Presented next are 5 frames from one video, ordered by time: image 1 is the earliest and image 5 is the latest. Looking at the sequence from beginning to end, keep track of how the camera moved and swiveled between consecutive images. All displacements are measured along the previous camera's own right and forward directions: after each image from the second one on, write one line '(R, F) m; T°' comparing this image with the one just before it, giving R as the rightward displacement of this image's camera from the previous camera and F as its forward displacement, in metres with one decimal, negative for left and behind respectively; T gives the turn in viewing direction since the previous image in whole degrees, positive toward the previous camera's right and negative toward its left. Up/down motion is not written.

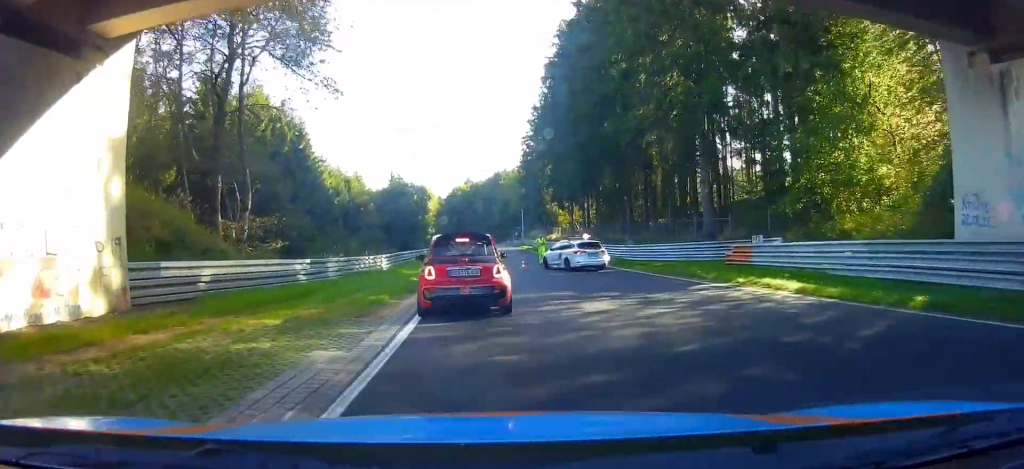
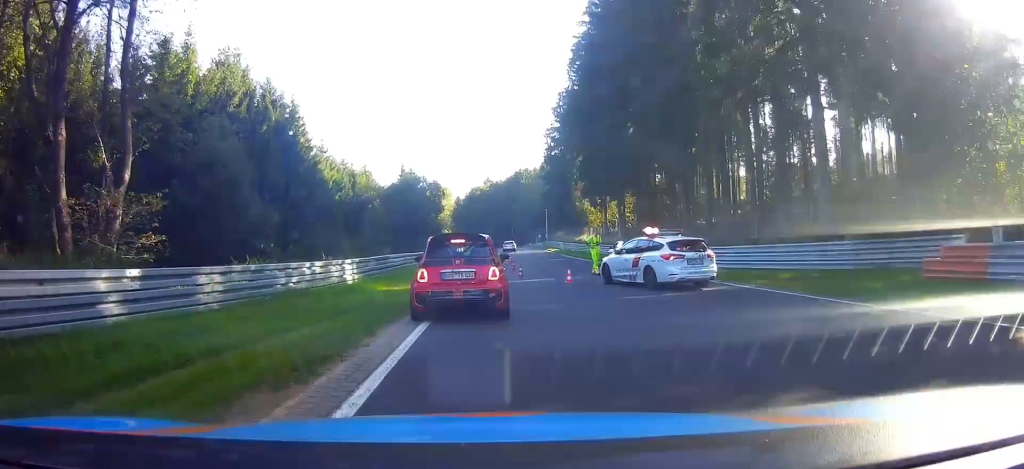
(+0.5, +13.8) m; 0°
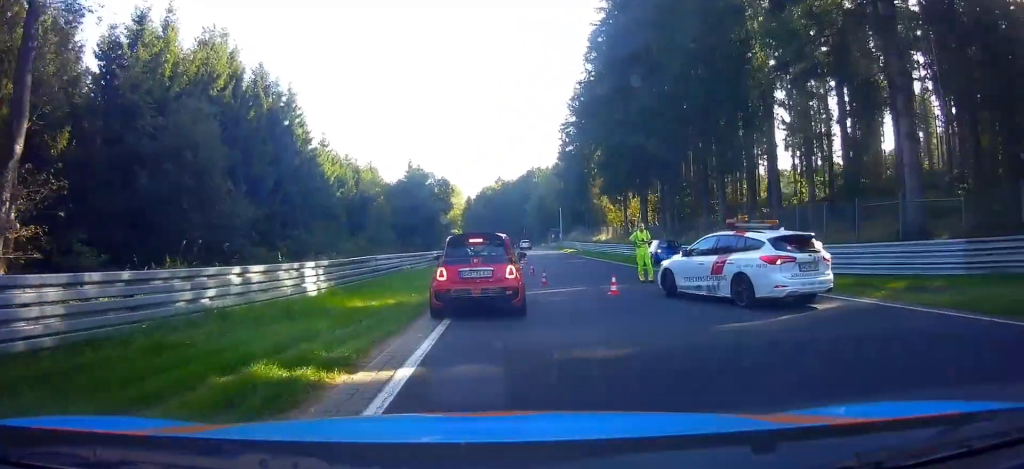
(-0.1, +6.6) m; -1°
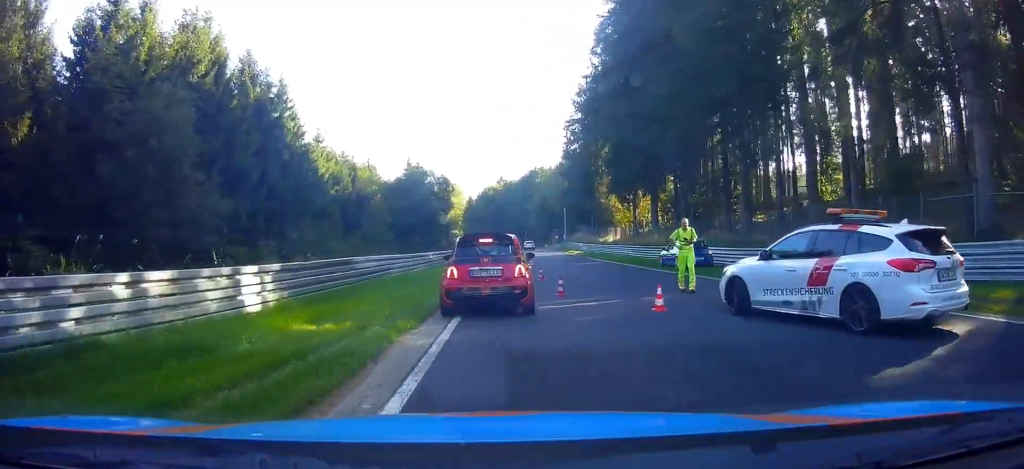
(-0.3, +4.3) m; 0°
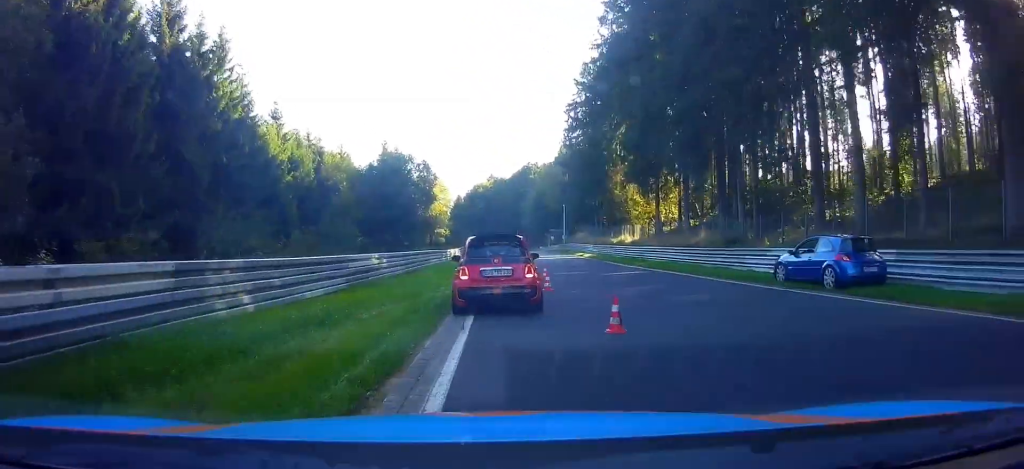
(+0.5, +13.2) m; -1°
